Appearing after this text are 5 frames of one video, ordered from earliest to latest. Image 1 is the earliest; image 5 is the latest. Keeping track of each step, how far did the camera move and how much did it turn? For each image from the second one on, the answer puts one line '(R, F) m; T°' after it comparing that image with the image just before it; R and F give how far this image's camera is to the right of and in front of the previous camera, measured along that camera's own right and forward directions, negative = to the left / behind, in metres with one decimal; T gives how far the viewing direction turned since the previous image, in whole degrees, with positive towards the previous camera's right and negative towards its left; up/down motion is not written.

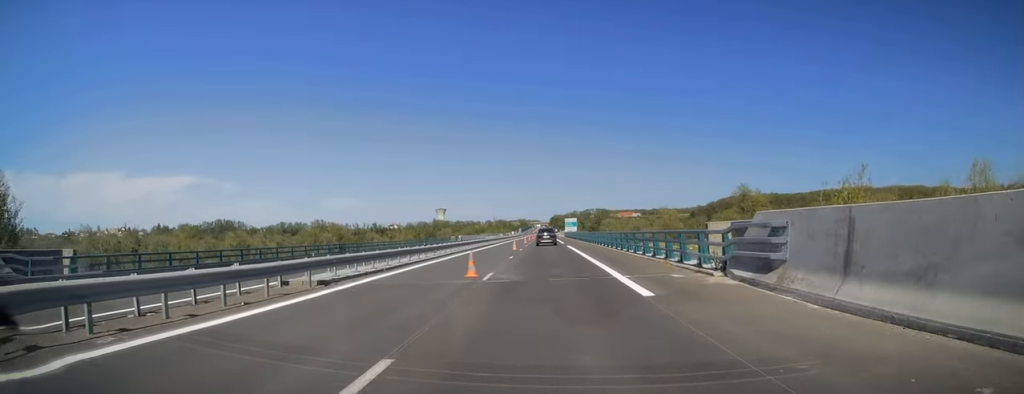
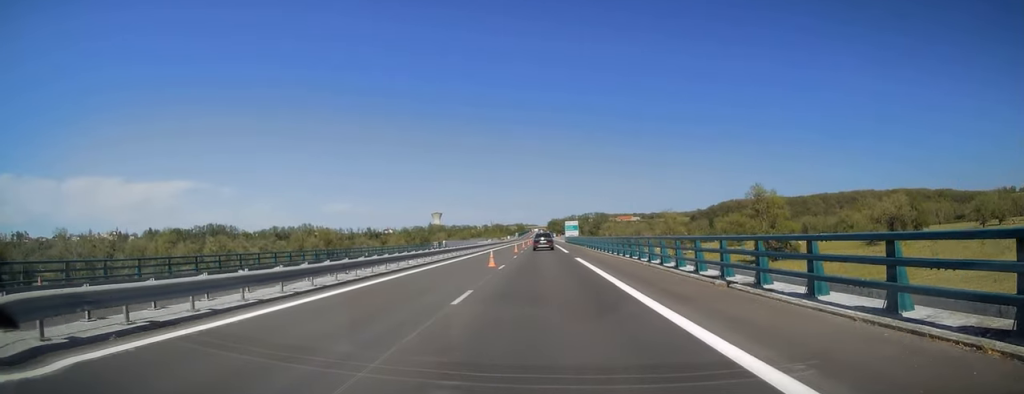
(+0.1, +17.5) m; 0°
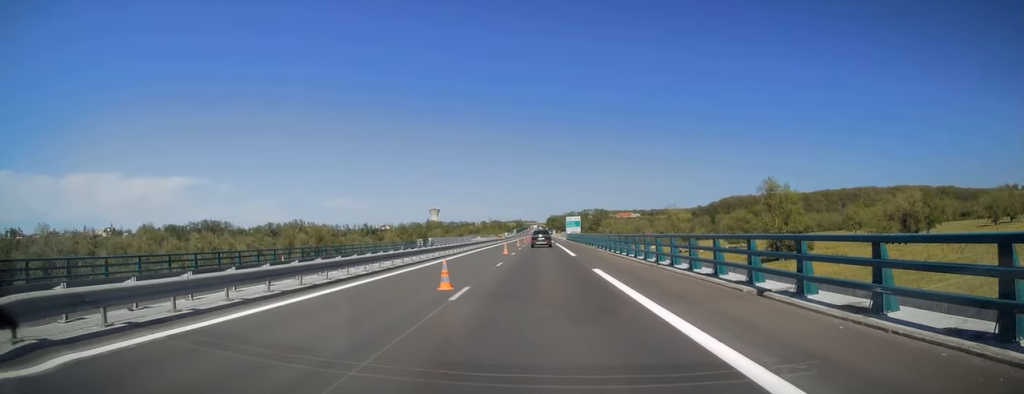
(0.0, +12.4) m; 0°
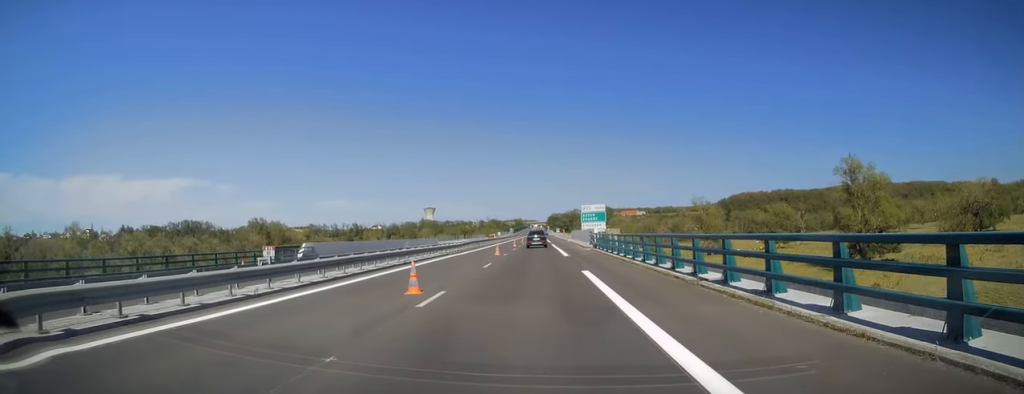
(-0.5, +52.9) m; -1°
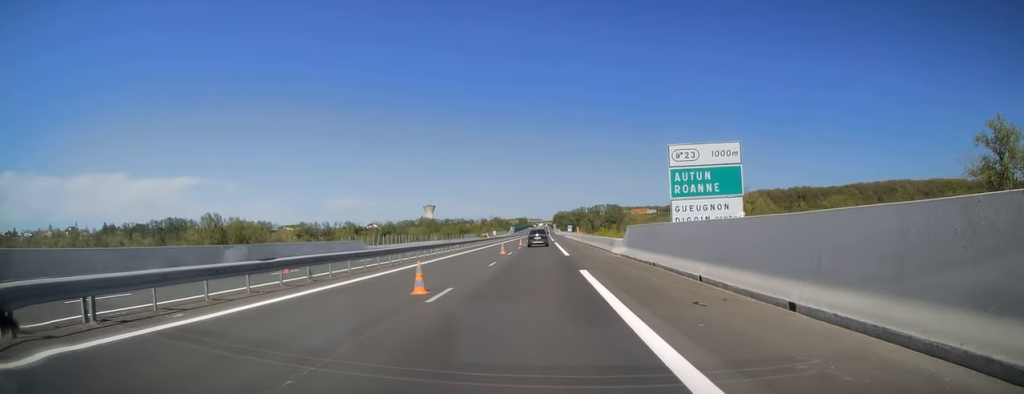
(+0.6, +51.2) m; 0°
